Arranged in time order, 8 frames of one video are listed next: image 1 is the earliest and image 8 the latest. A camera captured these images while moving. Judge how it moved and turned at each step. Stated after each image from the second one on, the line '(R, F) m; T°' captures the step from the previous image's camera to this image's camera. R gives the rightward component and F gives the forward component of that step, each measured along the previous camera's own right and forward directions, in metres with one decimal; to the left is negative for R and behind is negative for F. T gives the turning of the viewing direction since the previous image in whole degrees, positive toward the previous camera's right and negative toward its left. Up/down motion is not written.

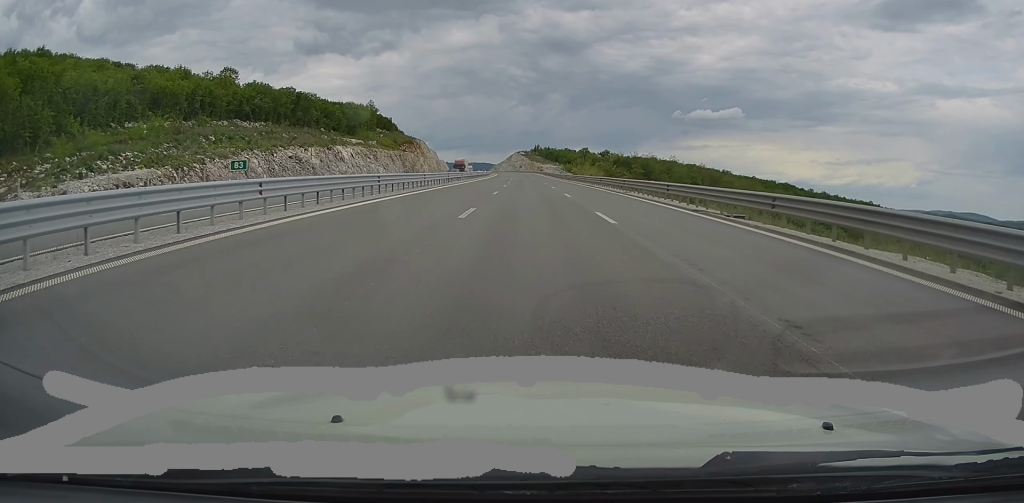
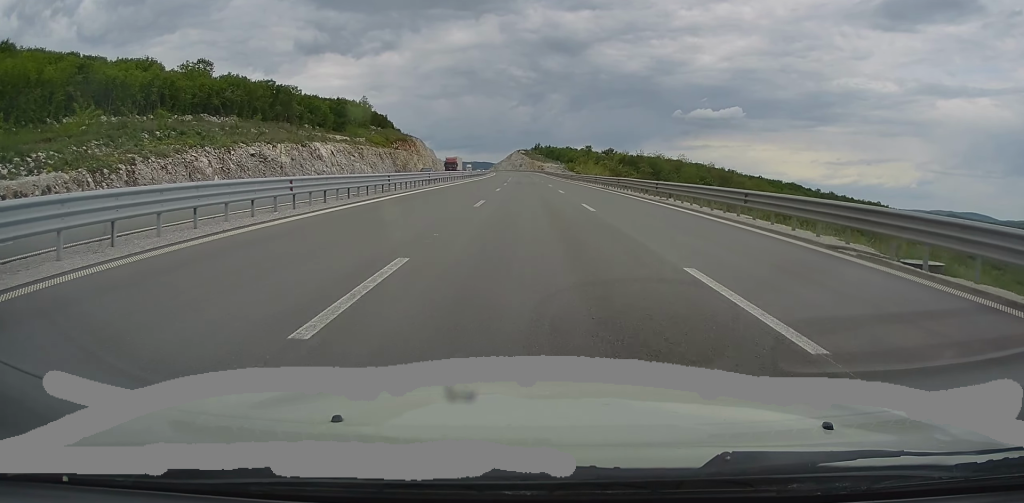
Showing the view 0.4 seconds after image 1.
(0.0, +10.0) m; 0°
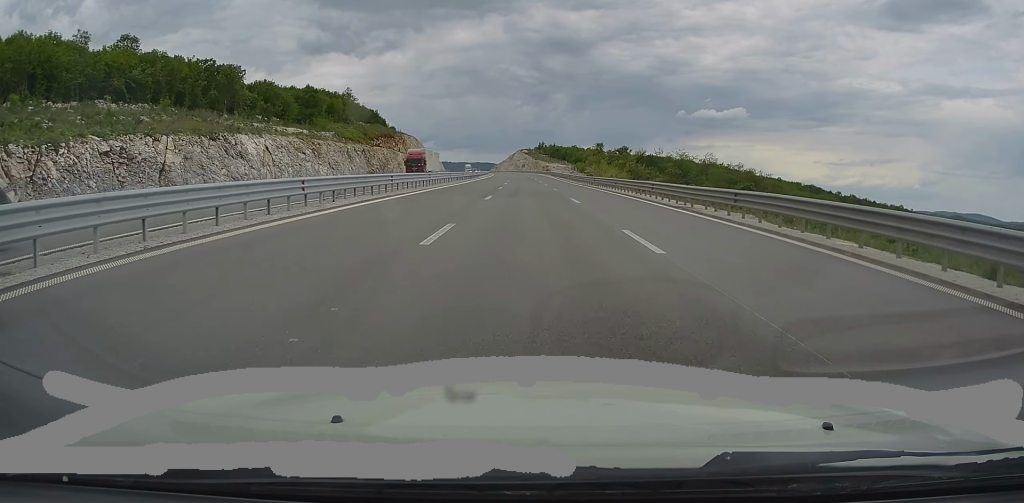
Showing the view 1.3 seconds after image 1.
(+0.1, +24.8) m; 0°
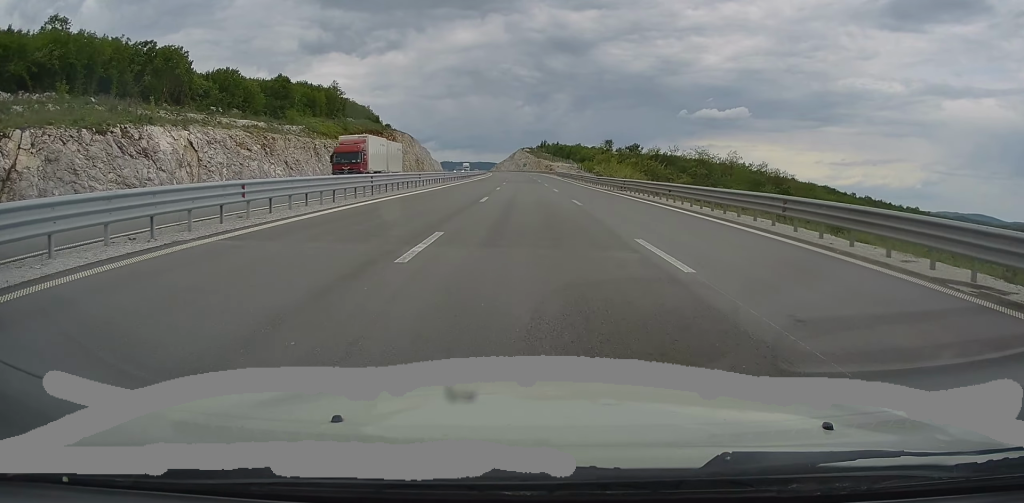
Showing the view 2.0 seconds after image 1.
(-0.1, +17.9) m; 0°
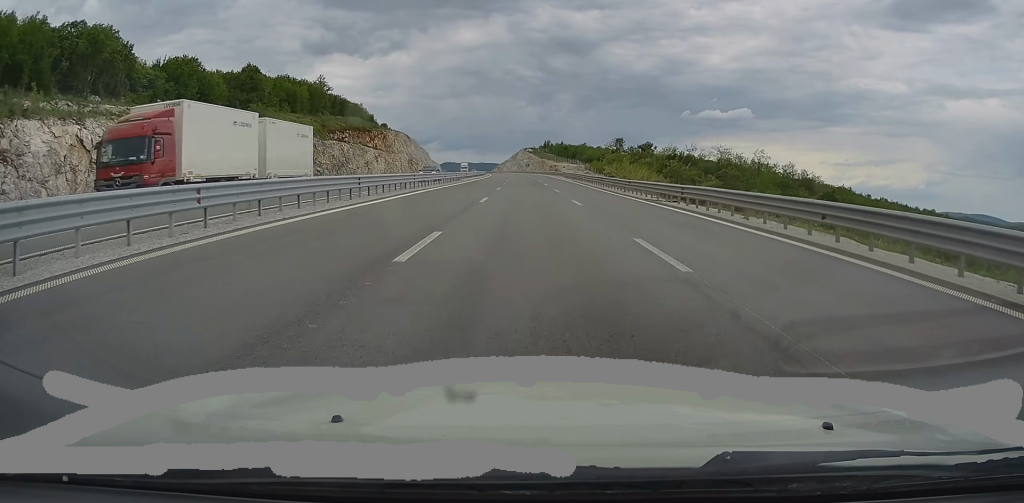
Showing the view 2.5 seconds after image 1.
(0.0, +16.6) m; 0°
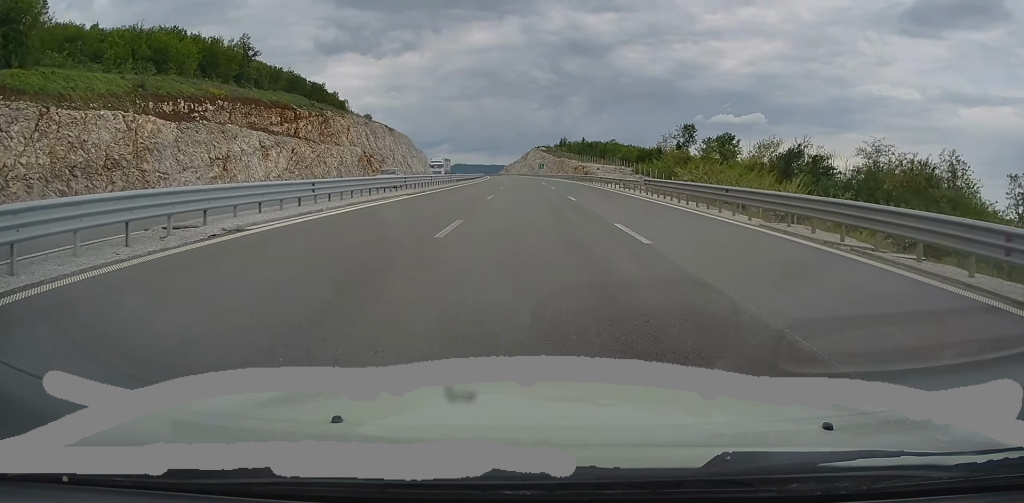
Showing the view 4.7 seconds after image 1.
(-0.8, +68.0) m; -1°
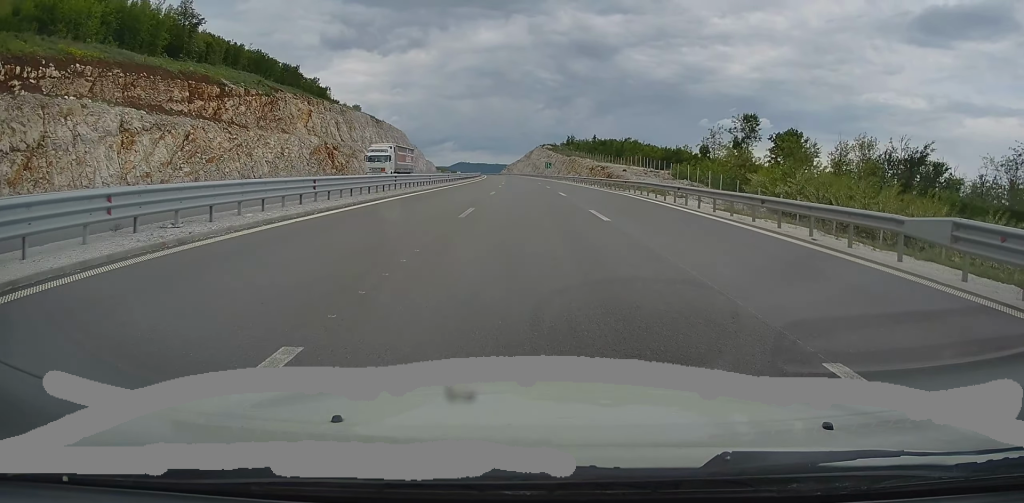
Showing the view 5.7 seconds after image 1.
(+0.1, +28.8) m; 0°
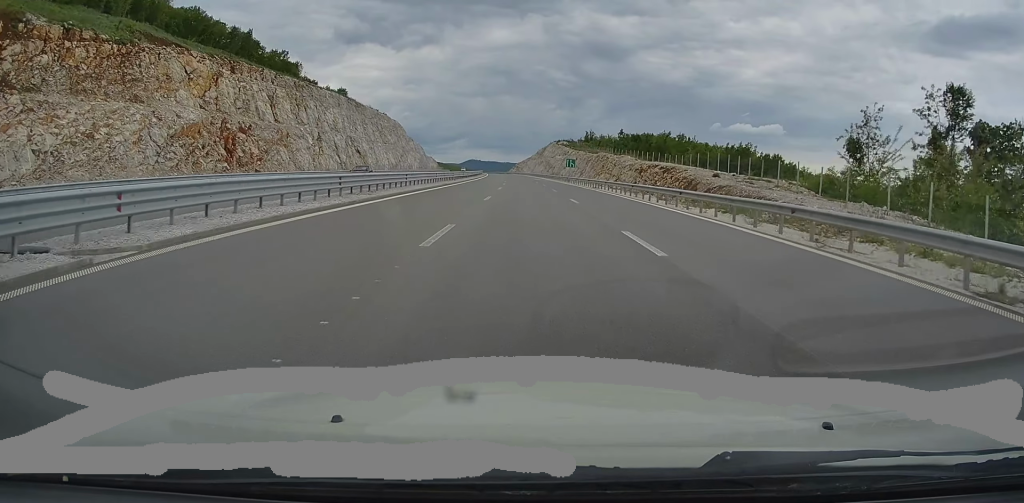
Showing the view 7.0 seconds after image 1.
(-0.3, +39.3) m; -2°
